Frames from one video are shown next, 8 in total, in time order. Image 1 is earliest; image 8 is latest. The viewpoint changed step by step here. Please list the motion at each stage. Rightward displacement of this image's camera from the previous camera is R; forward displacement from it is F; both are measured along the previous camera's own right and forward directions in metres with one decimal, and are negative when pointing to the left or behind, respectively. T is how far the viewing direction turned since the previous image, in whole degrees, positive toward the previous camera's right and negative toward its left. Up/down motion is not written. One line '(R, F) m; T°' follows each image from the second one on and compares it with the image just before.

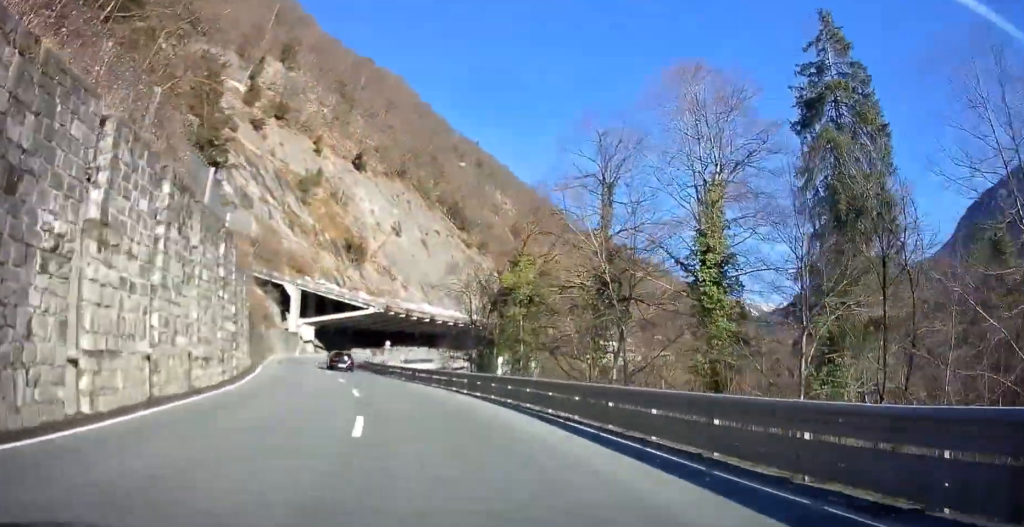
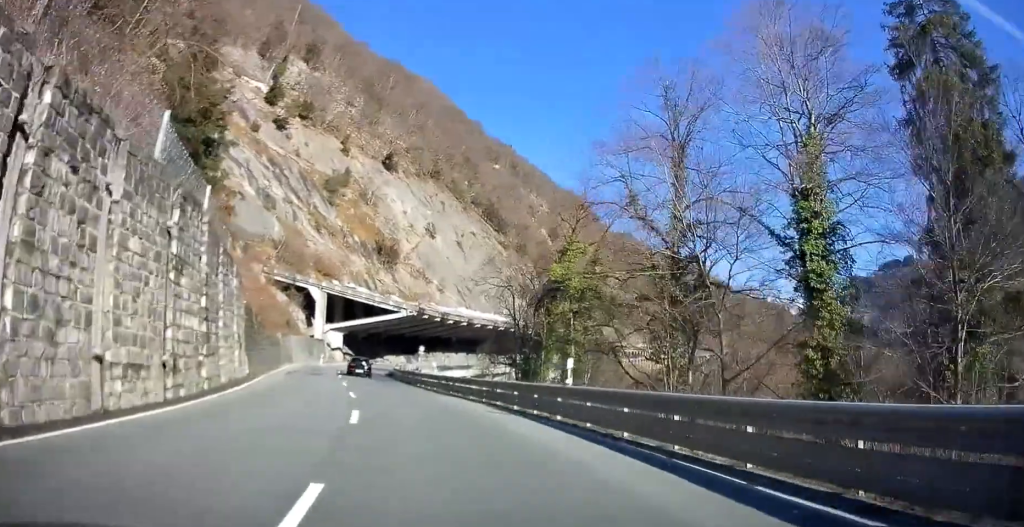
(-0.4, +7.1) m; -3°
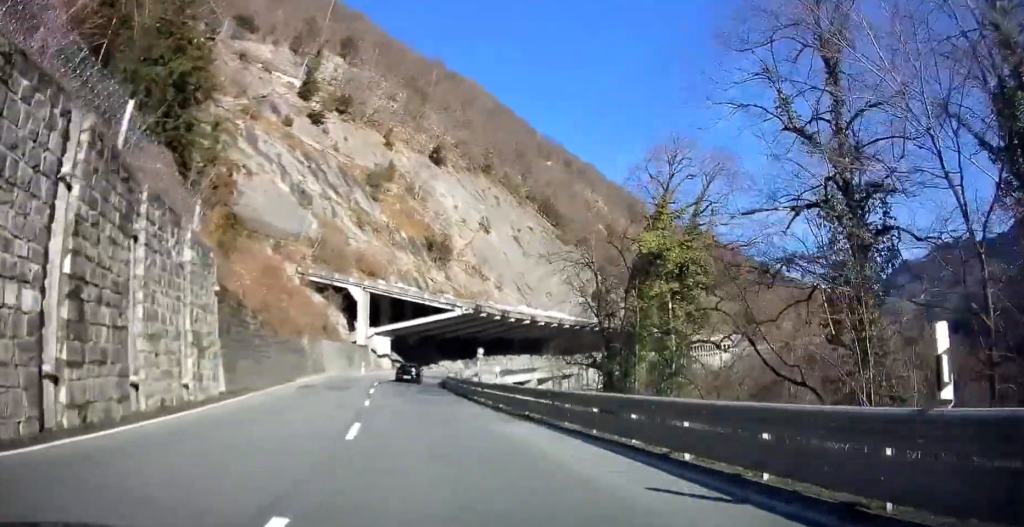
(-0.2, +9.8) m; -5°
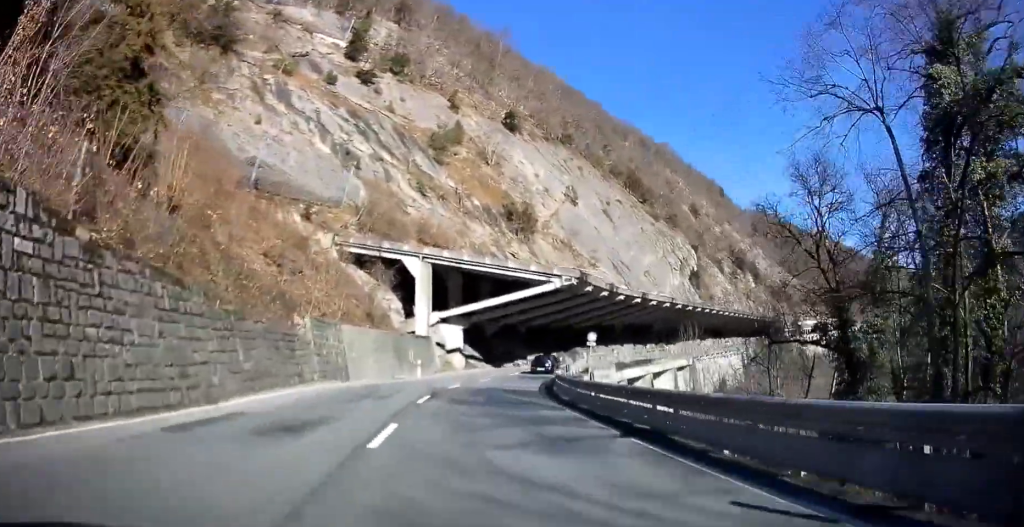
(-1.8, +20.5) m; -8°
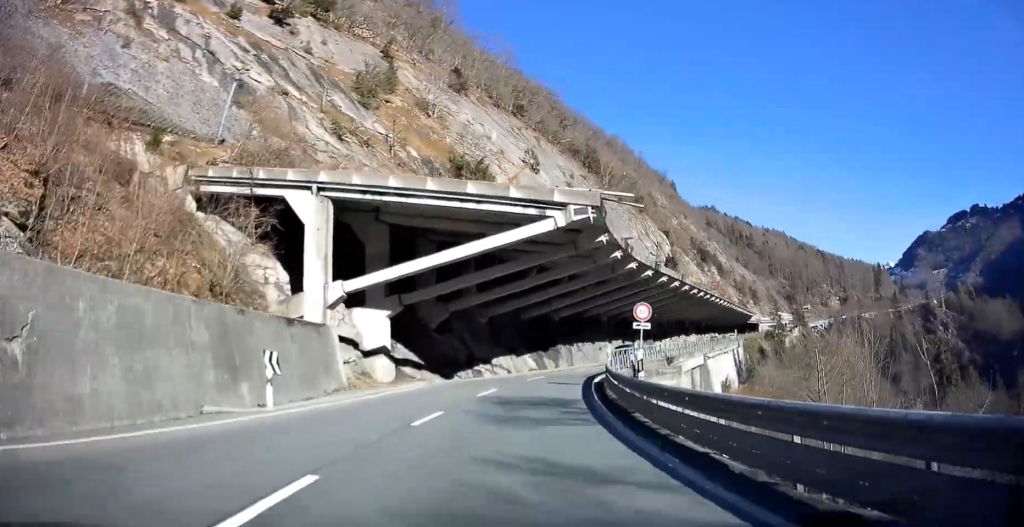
(-0.6, +22.9) m; +2°
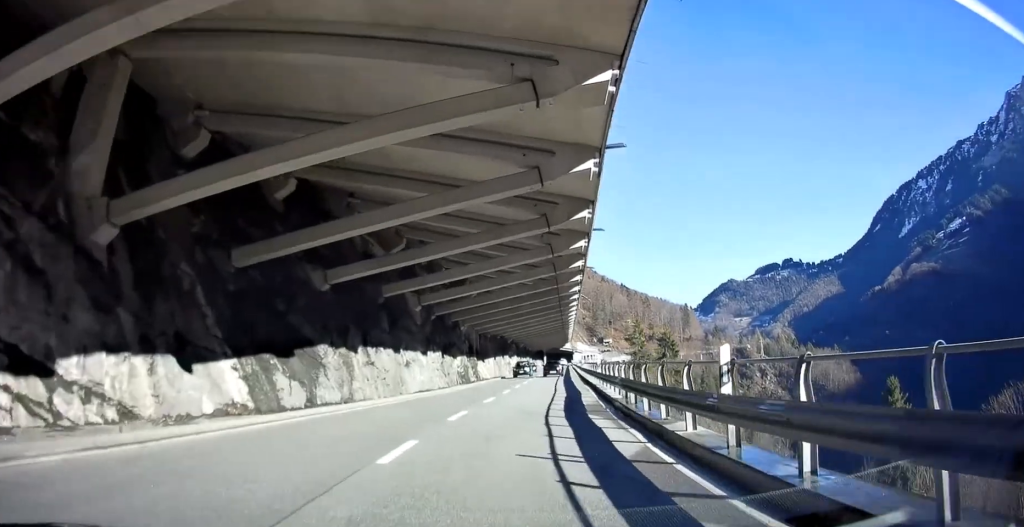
(+4.7, +31.5) m; +19°
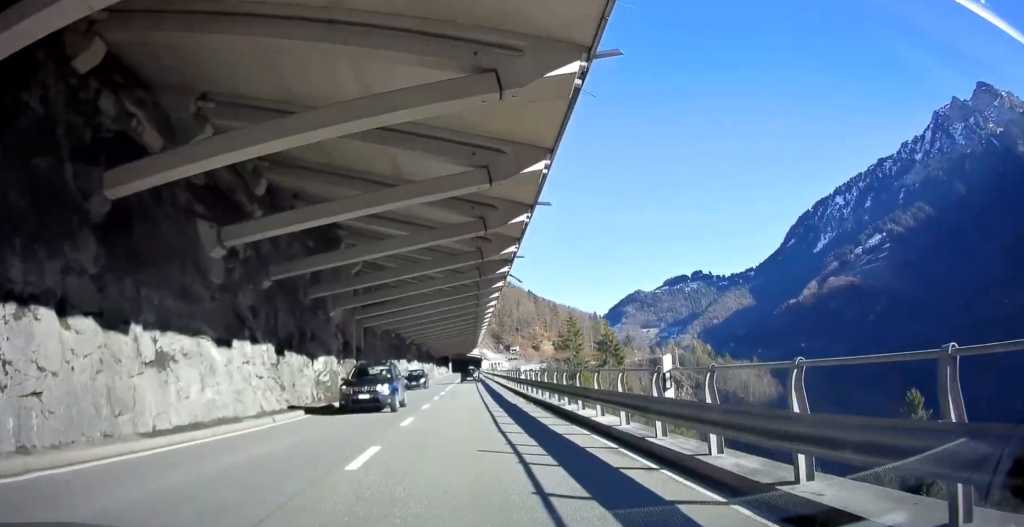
(+1.5, +17.7) m; +8°
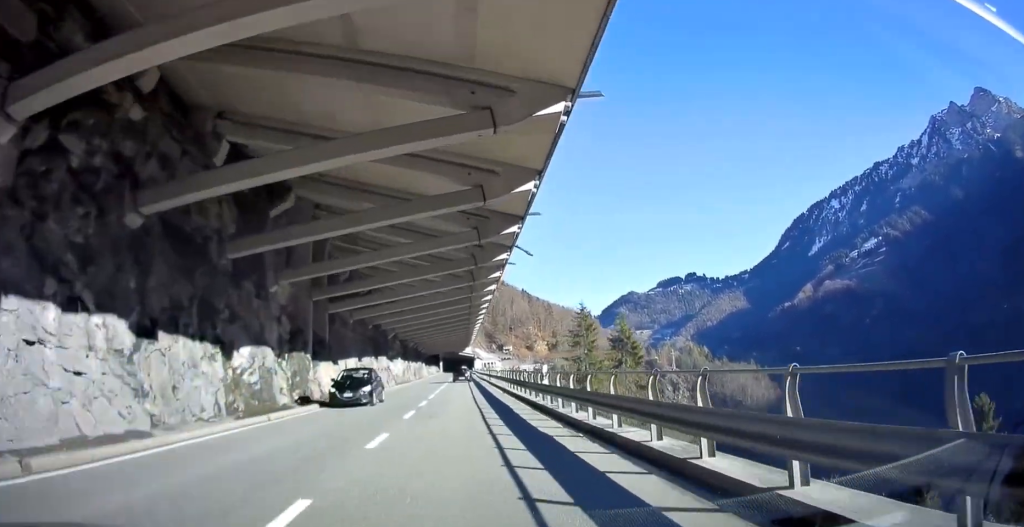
(+0.4, +9.8) m; +1°
